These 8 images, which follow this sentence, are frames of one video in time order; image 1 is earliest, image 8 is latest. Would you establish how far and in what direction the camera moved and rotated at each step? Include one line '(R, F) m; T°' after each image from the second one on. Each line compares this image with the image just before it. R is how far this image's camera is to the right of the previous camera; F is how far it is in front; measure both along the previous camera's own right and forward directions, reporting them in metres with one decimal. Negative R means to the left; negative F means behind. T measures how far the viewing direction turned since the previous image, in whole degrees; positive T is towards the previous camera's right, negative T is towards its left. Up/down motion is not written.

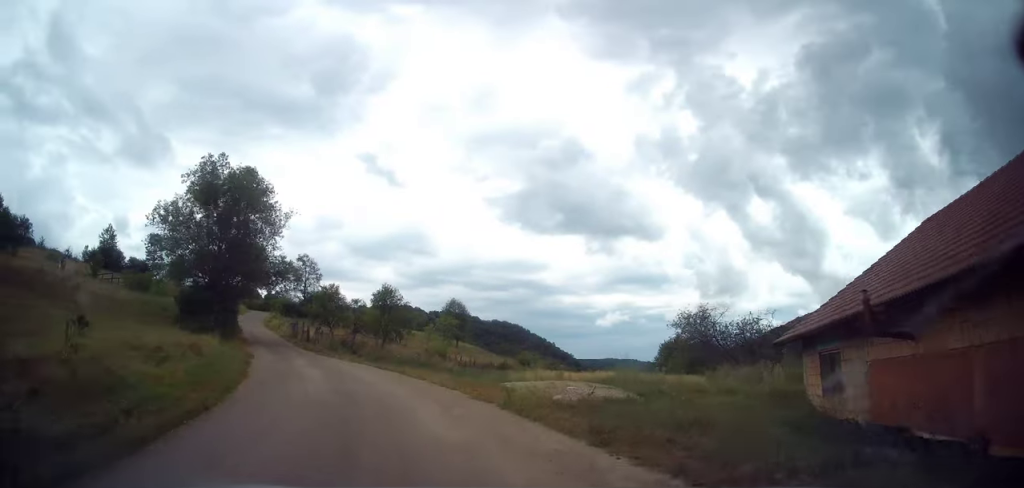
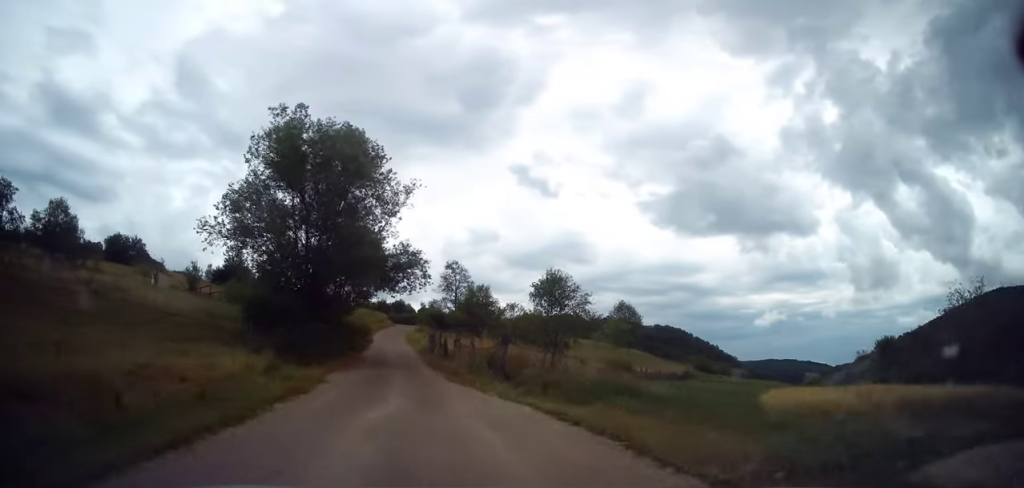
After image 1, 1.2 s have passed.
(-1.7, +10.9) m; -16°
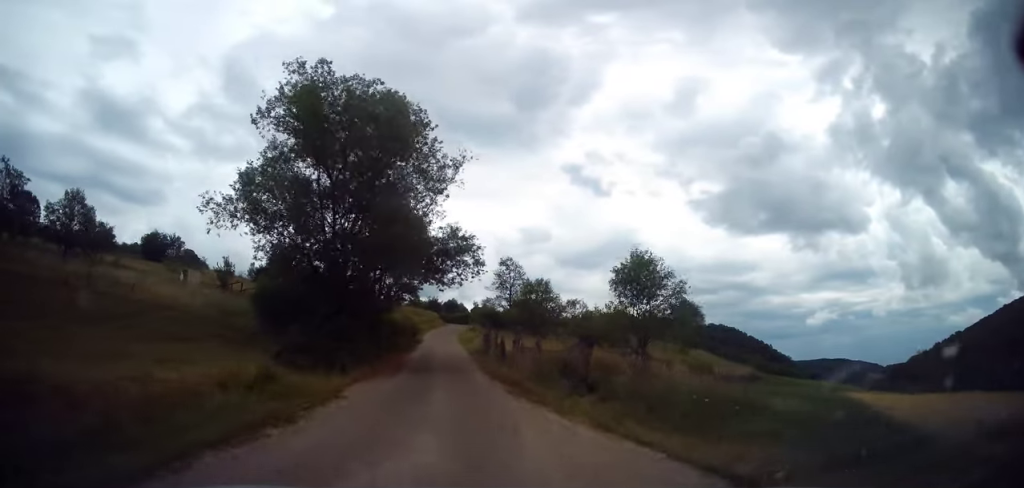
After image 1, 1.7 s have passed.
(-0.4, +4.6) m; -4°
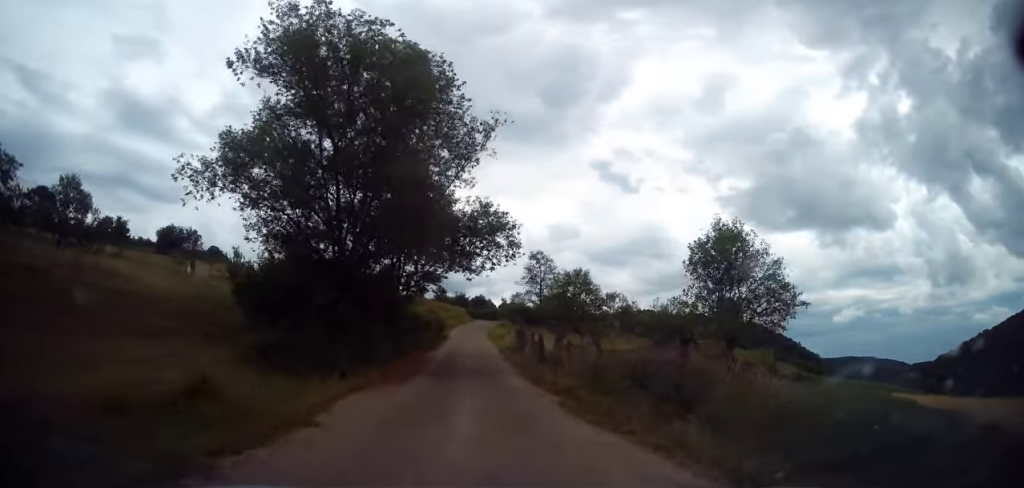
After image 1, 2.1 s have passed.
(-0.1, +4.0) m; -3°
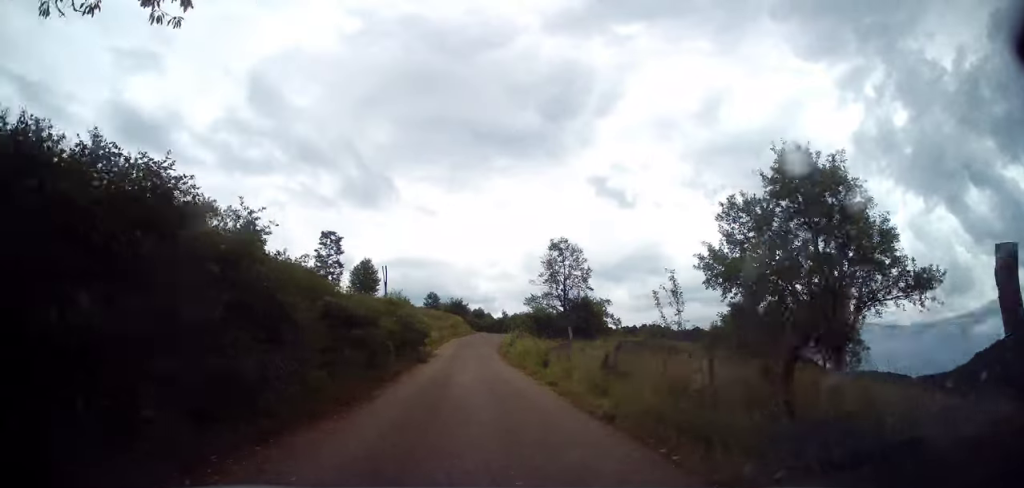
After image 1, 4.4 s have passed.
(-0.7, +25.9) m; 0°
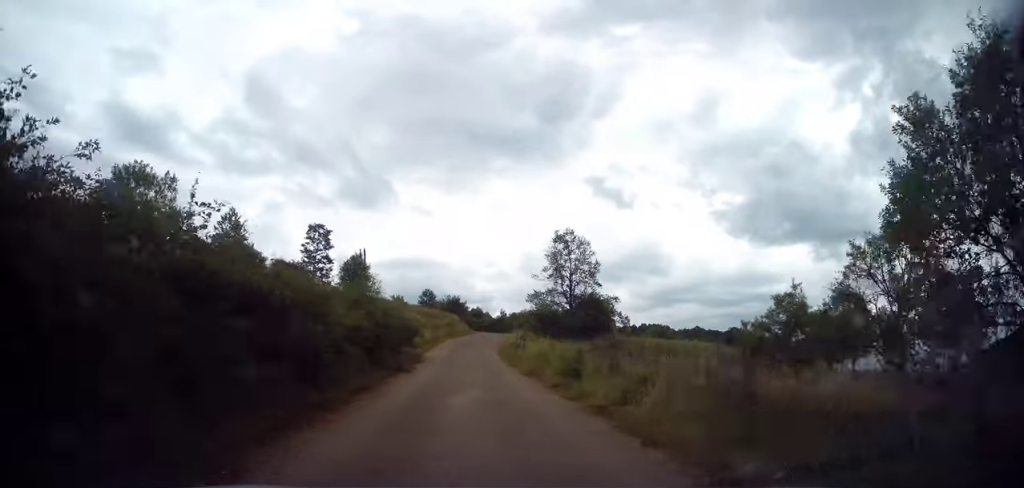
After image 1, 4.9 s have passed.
(+0.2, +5.9) m; 0°
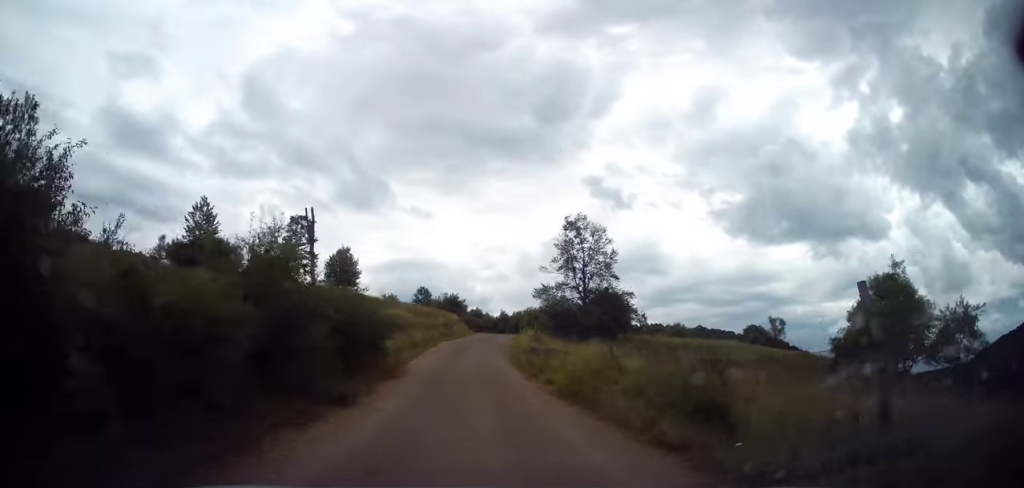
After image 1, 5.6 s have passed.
(-0.2, +8.4) m; -1°
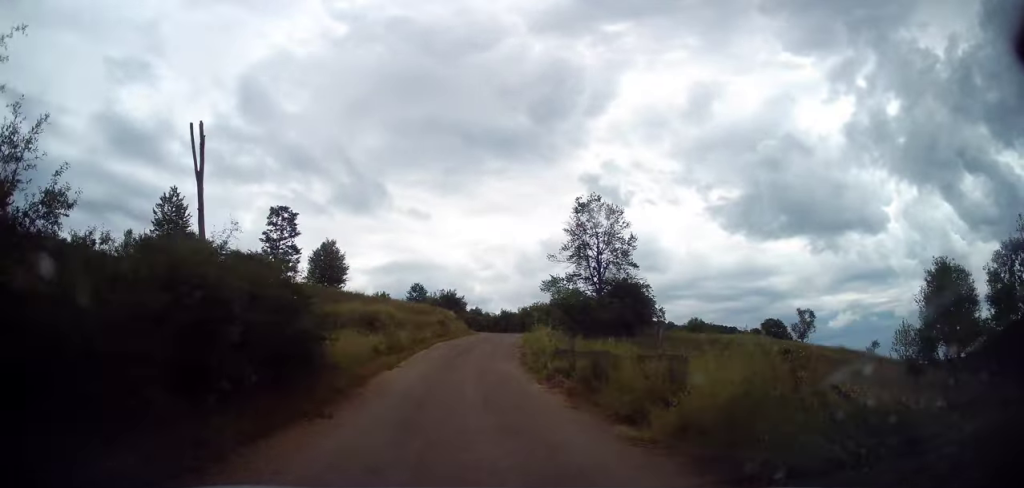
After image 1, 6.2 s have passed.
(-0.2, +7.3) m; 0°
